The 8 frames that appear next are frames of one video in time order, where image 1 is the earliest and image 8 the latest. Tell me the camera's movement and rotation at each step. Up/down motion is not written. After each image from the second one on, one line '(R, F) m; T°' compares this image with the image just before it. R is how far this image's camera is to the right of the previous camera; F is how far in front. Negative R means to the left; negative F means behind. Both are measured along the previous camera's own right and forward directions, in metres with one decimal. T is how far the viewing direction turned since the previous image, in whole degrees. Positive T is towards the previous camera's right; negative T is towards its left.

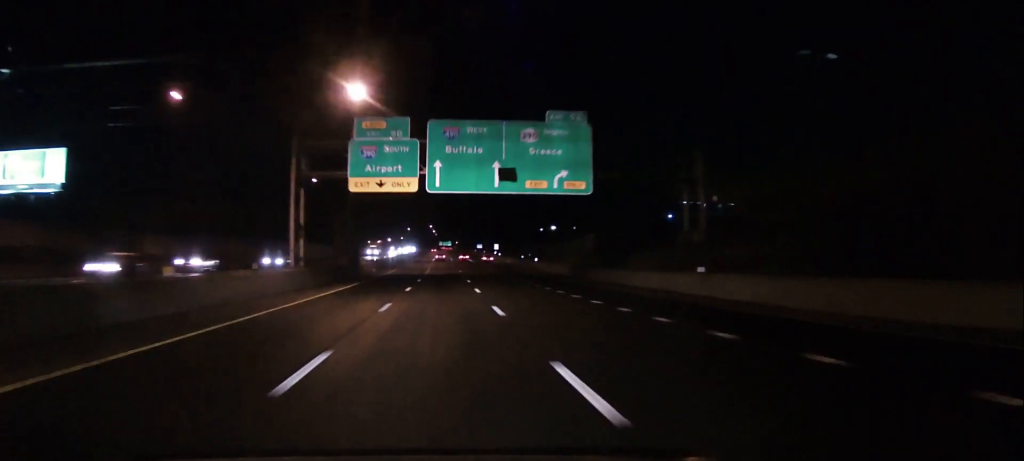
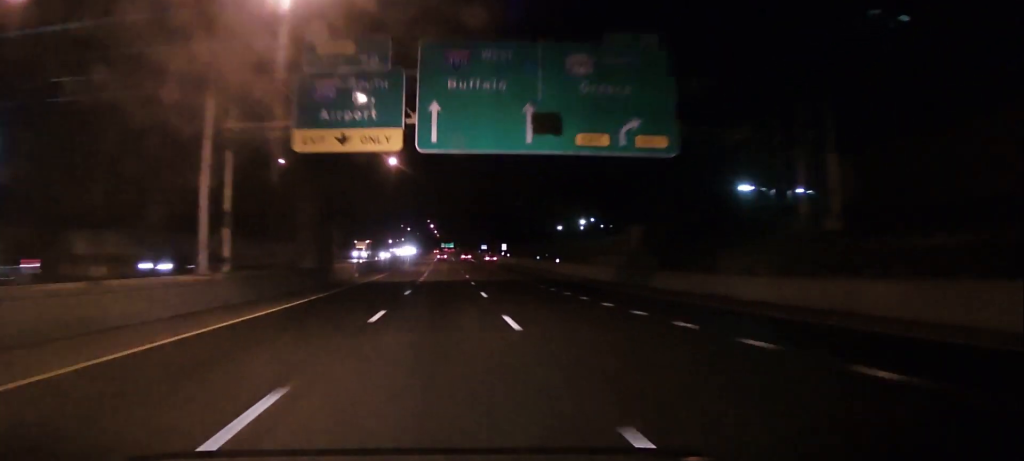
(+0.1, +16.0) m; -1°
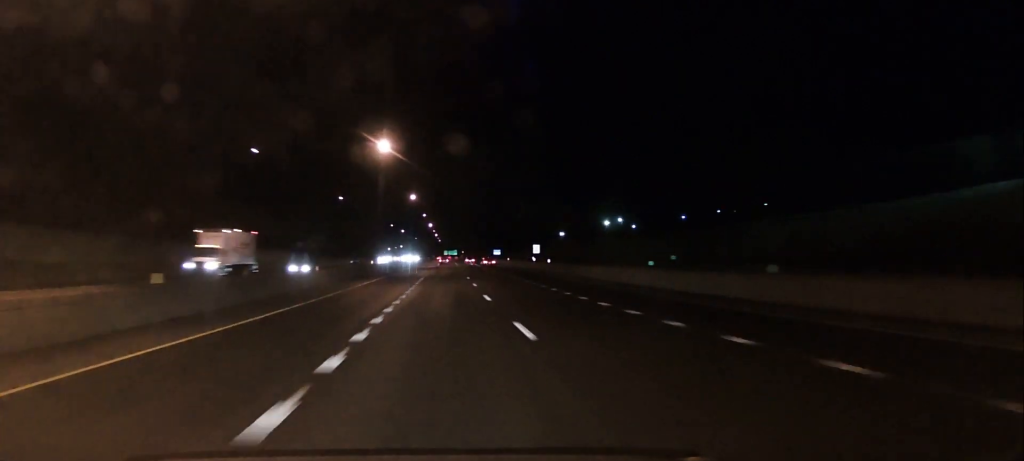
(-0.2, +49.9) m; 0°
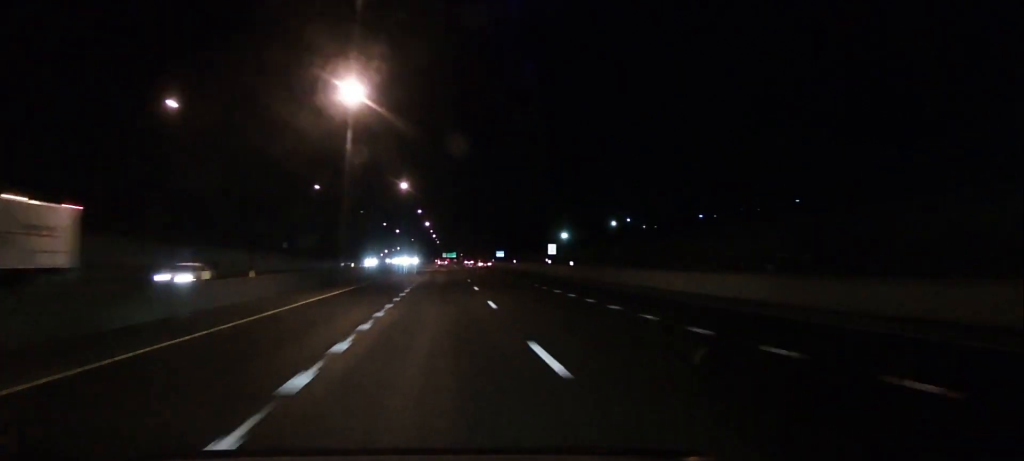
(+0.1, +16.1) m; 0°
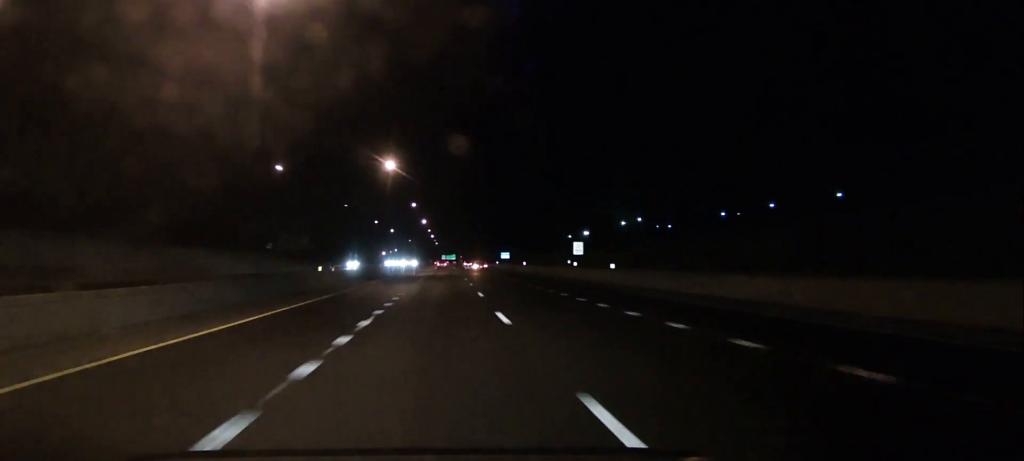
(-0.3, +17.1) m; -1°
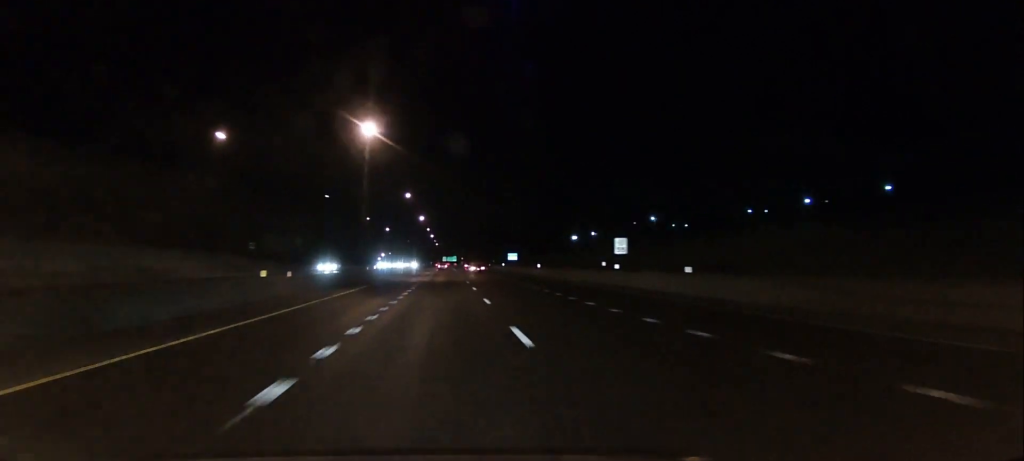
(-0.1, +16.1) m; 0°
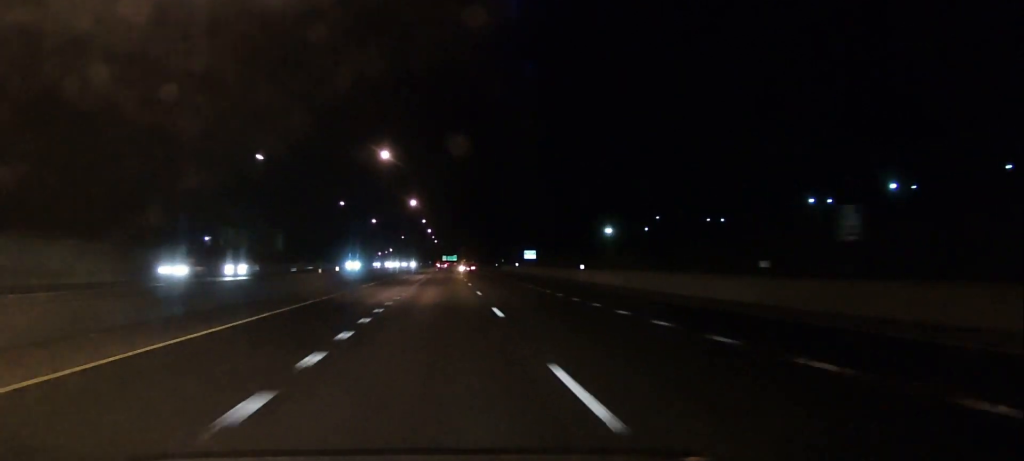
(+0.2, +30.1) m; +1°
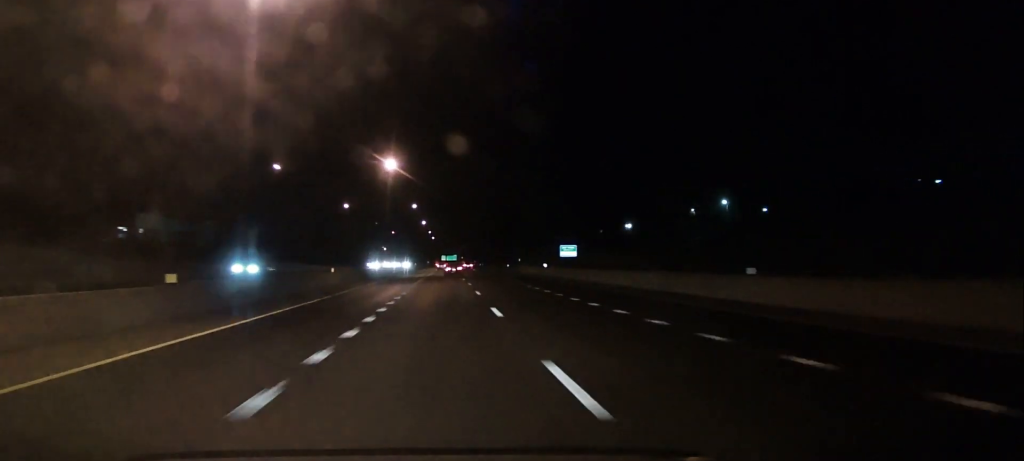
(+0.1, +35.9) m; -1°
